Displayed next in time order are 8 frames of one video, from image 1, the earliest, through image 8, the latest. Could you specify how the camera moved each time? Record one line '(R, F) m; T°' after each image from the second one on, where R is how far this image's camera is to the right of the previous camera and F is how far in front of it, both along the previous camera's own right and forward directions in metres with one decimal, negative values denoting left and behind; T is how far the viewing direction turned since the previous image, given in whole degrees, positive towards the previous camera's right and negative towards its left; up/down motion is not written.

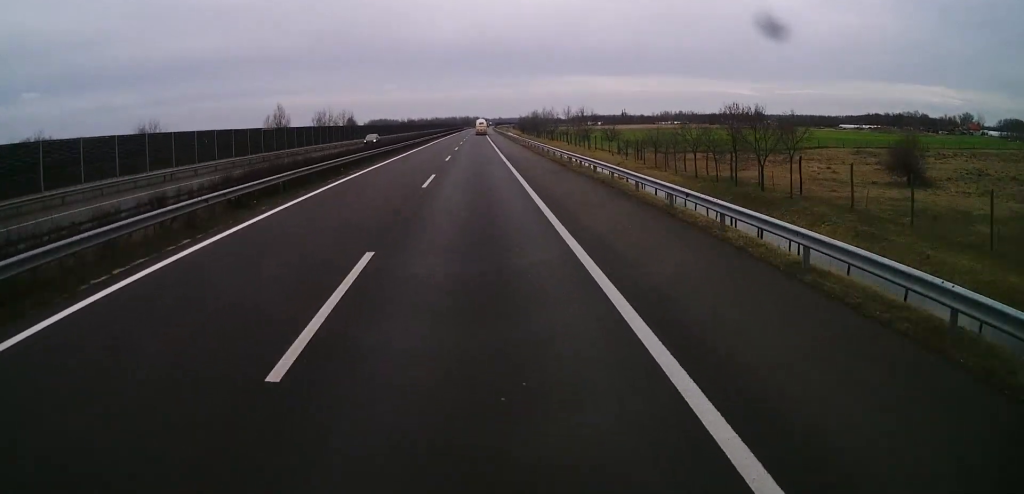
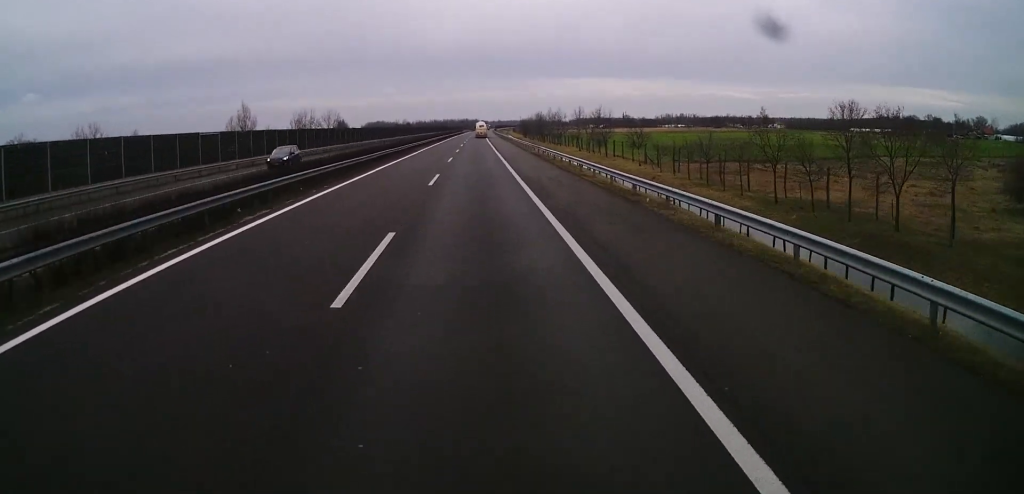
(+0.1, +15.4) m; 0°
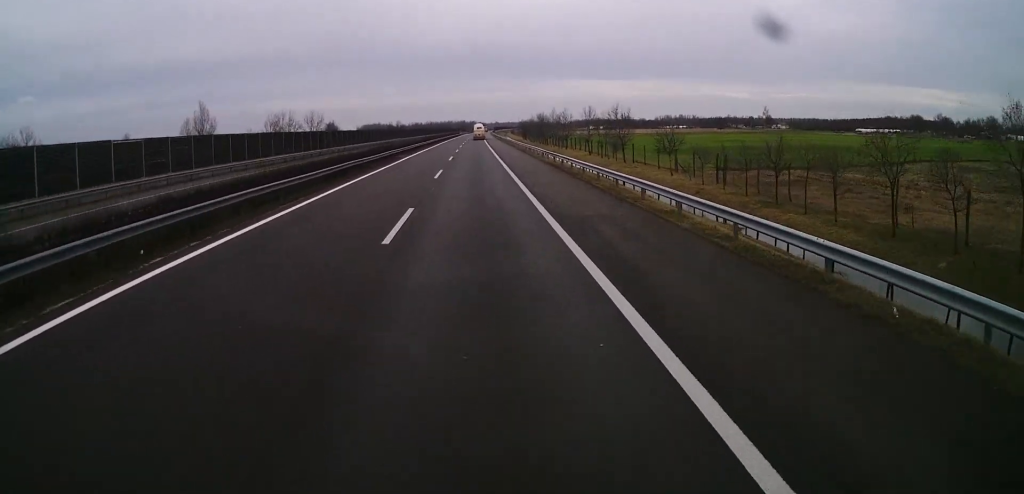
(+0.1, +13.1) m; 0°
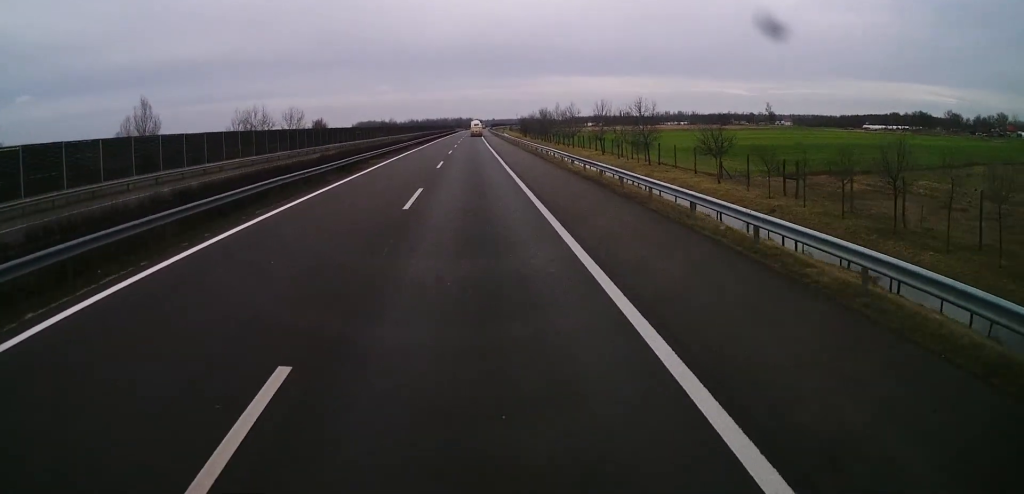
(-0.1, +13.1) m; 0°
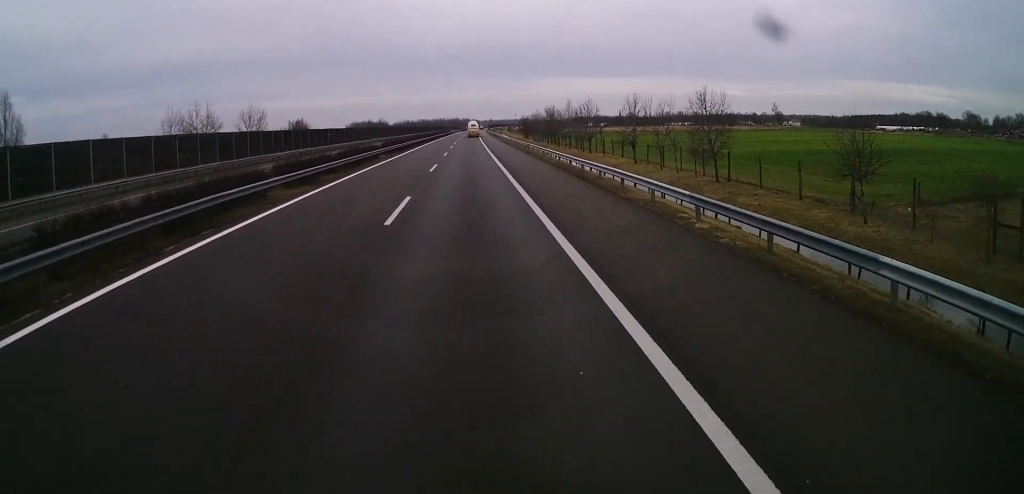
(+0.1, +20.8) m; 0°
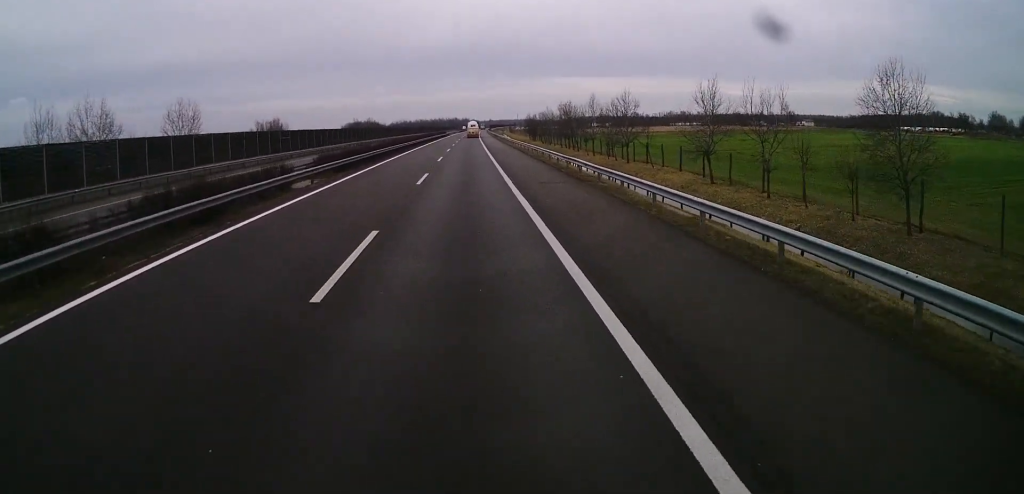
(-0.1, +24.6) m; 0°
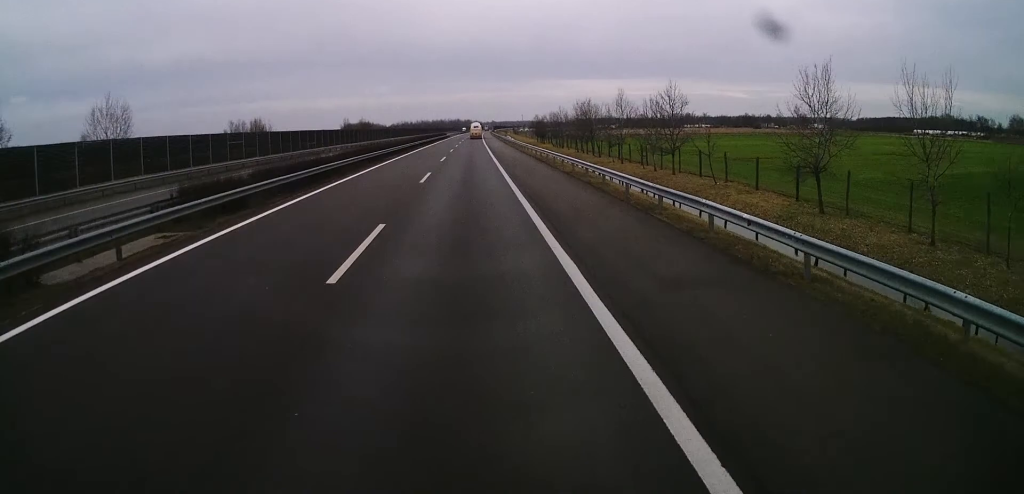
(0.0, +16.9) m; 0°
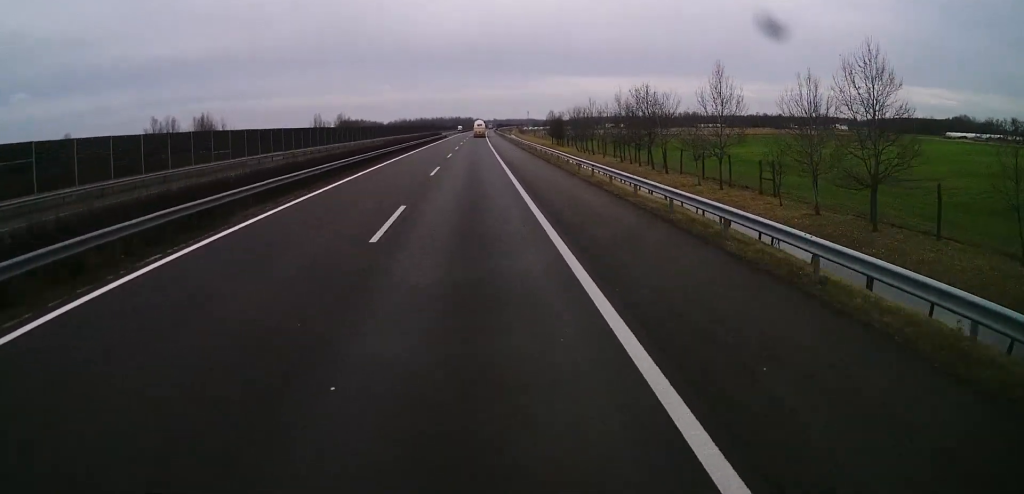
(+0.6, +32.3) m; +1°
